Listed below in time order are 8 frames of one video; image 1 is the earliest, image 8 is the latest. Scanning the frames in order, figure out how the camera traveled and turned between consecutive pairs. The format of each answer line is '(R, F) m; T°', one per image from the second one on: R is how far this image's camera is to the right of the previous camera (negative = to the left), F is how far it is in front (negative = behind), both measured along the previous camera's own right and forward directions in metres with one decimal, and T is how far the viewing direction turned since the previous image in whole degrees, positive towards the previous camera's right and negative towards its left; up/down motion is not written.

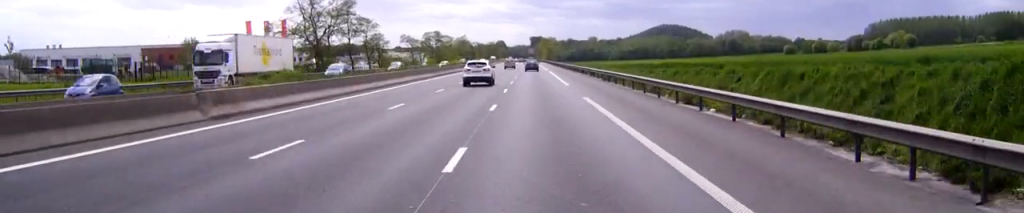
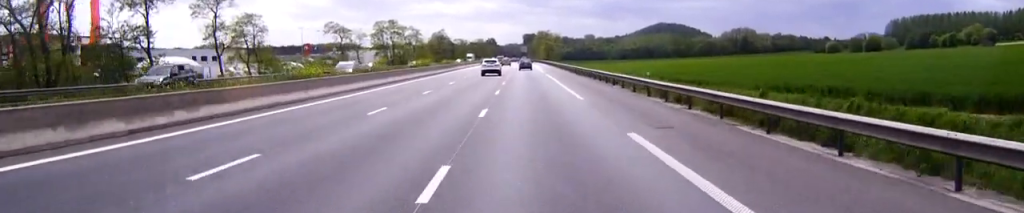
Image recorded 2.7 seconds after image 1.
(0.0, +67.6) m; 0°
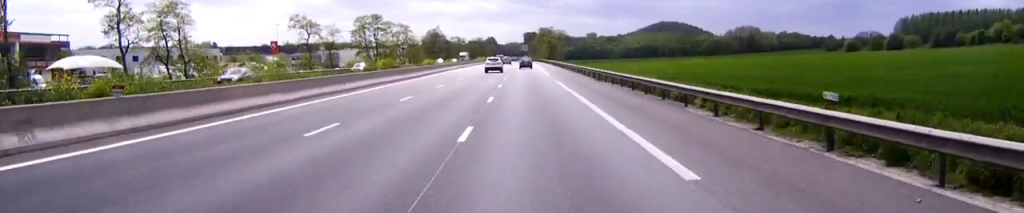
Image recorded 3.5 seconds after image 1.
(0.0, +19.8) m; 0°
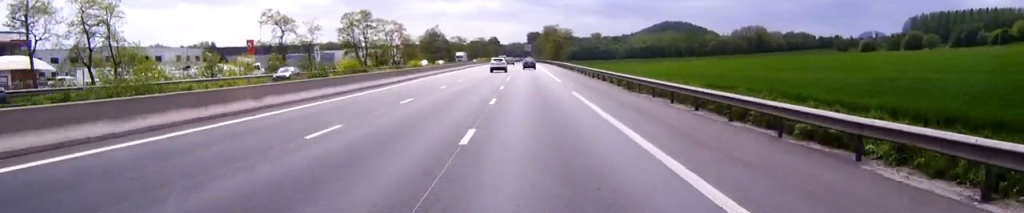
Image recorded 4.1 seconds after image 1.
(0.0, +13.2) m; 0°
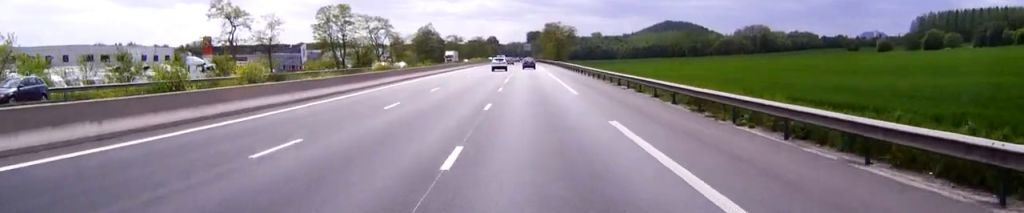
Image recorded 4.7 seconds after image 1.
(0.0, +16.5) m; 0°
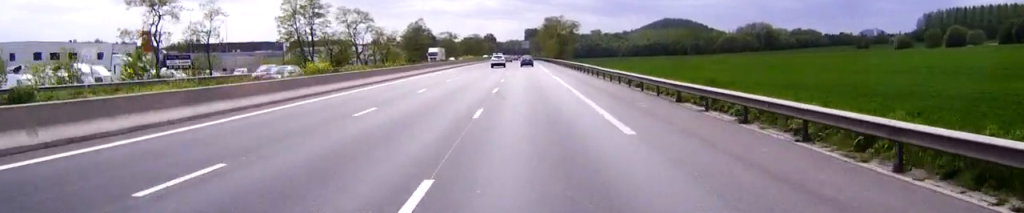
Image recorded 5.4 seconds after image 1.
(0.0, +17.3) m; 0°
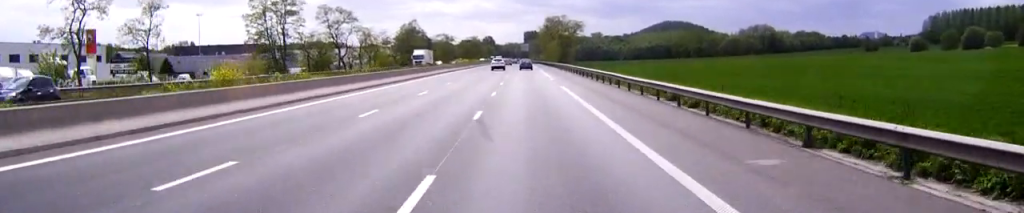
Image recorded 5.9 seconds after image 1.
(0.0, +12.3) m; 0°
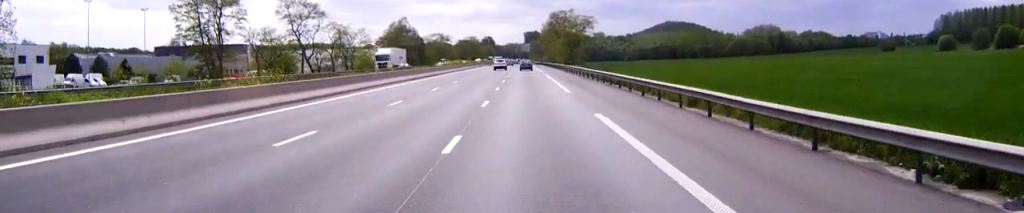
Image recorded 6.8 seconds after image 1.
(0.0, +20.5) m; 0°
